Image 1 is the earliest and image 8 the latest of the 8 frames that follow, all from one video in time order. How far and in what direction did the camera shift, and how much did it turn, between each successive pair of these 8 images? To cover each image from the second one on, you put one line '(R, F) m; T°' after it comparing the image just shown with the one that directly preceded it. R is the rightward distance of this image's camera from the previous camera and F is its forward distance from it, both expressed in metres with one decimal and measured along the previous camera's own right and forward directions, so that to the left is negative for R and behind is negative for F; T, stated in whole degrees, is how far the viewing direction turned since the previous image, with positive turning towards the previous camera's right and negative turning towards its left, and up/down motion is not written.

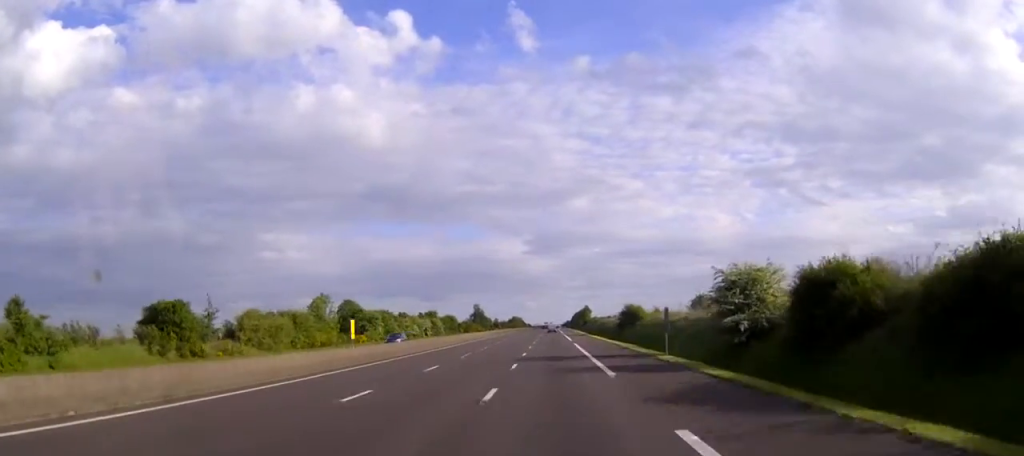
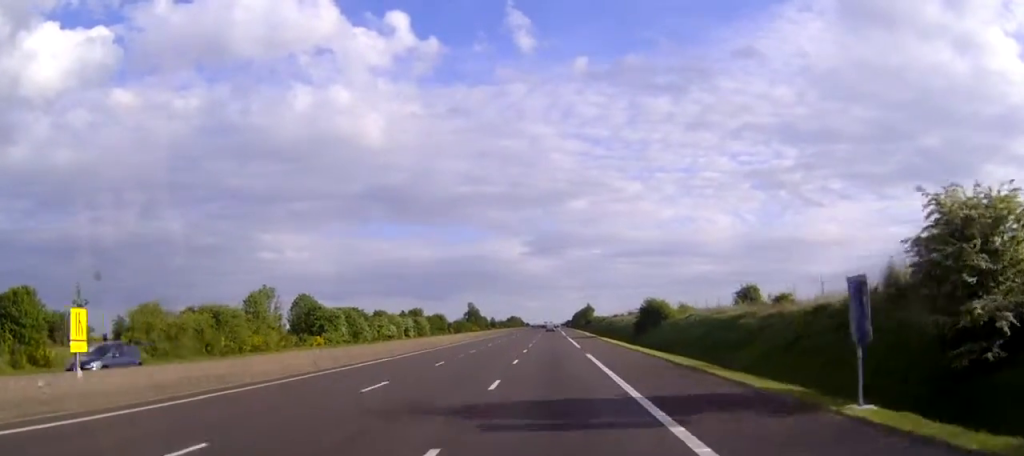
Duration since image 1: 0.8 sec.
(0.0, +23.3) m; 0°
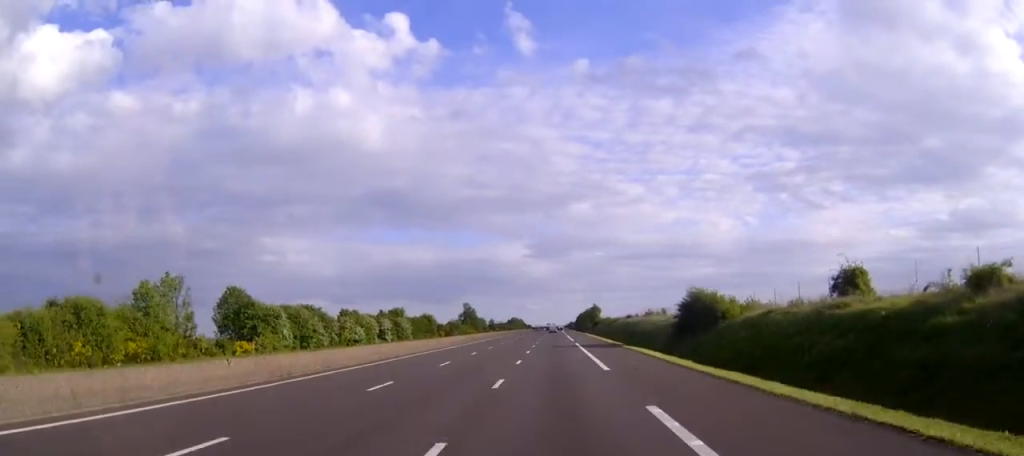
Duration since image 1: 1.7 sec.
(-0.1, +25.2) m; 0°
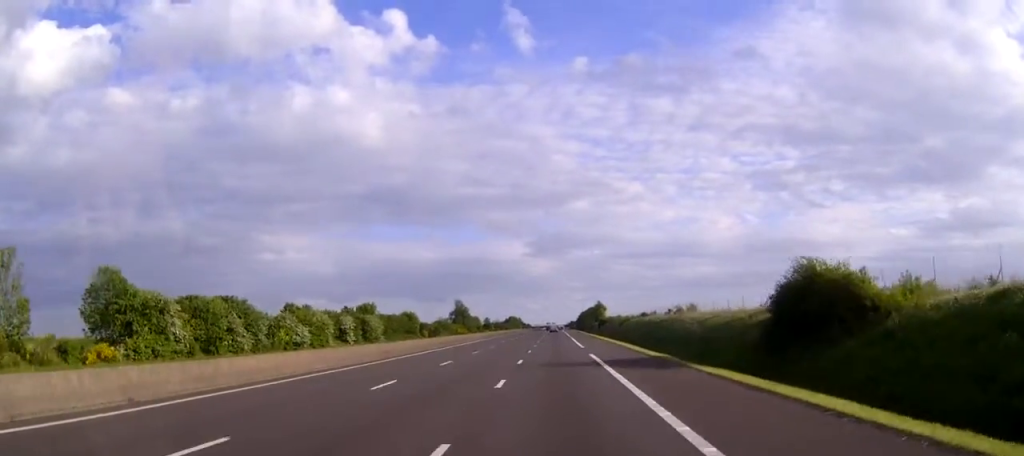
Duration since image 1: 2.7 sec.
(0.0, +26.1) m; 0°
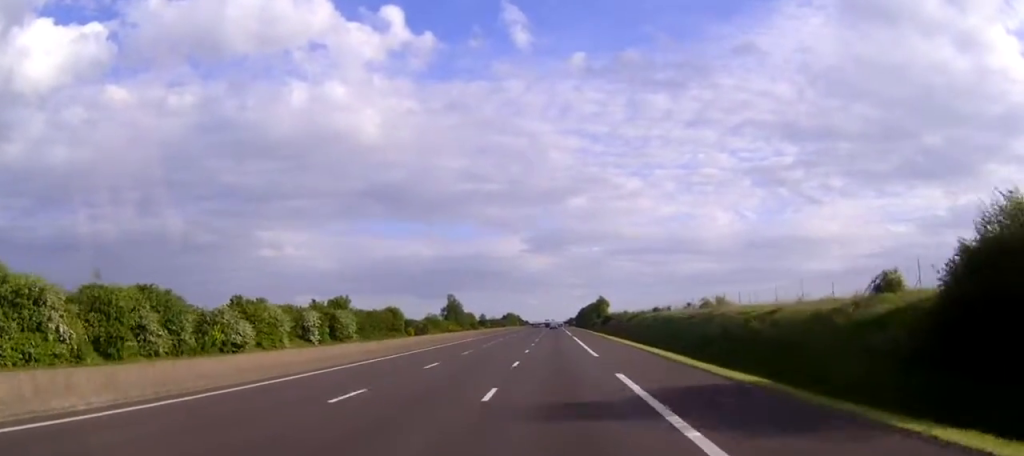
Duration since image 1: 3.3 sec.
(+0.1, +16.8) m; 0°
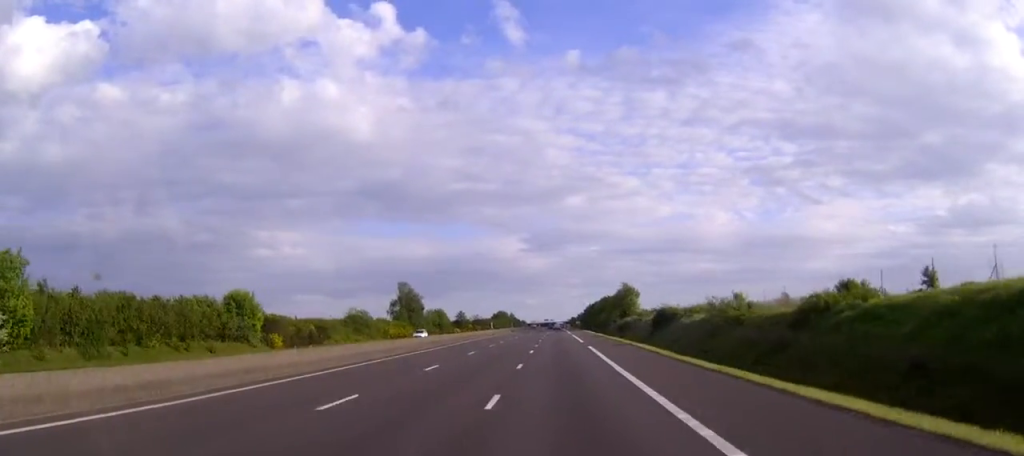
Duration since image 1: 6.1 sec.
(0.0, +79.1) m; 0°
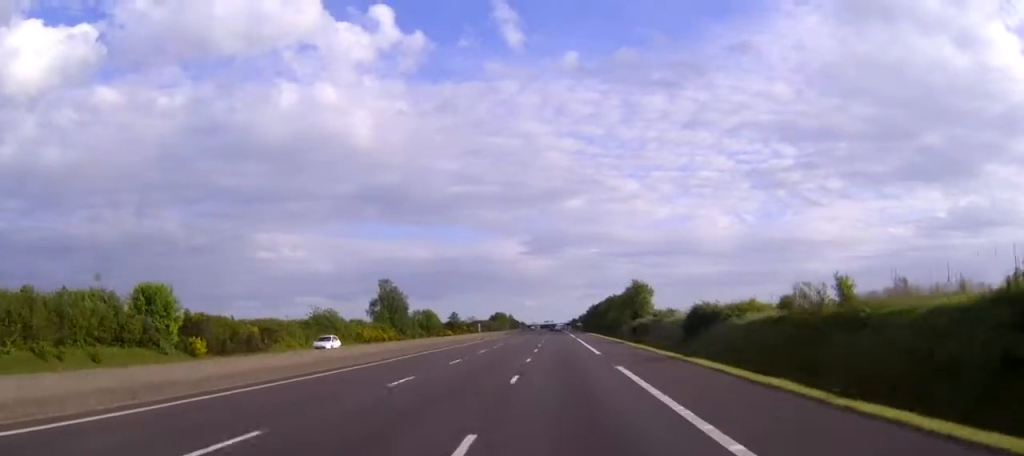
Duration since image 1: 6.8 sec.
(0.0, +19.4) m; 0°
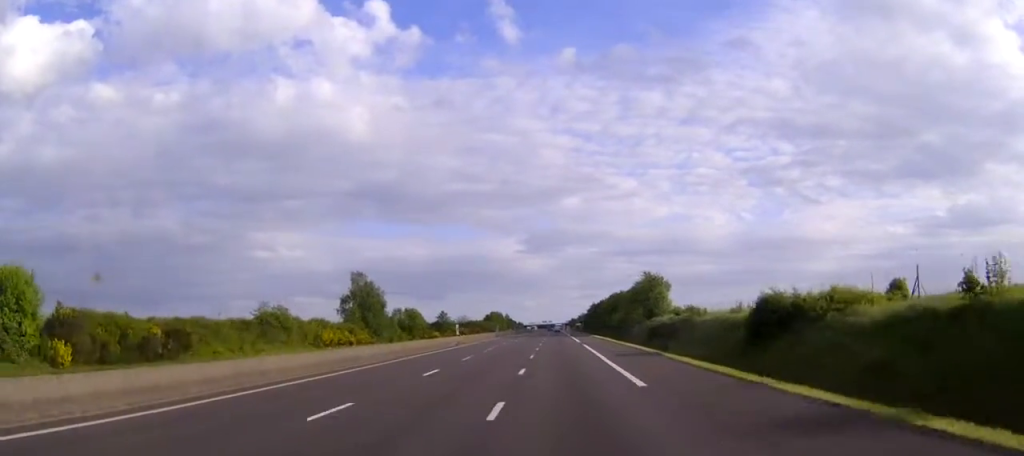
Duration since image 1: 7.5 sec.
(0.0, +20.3) m; 0°
